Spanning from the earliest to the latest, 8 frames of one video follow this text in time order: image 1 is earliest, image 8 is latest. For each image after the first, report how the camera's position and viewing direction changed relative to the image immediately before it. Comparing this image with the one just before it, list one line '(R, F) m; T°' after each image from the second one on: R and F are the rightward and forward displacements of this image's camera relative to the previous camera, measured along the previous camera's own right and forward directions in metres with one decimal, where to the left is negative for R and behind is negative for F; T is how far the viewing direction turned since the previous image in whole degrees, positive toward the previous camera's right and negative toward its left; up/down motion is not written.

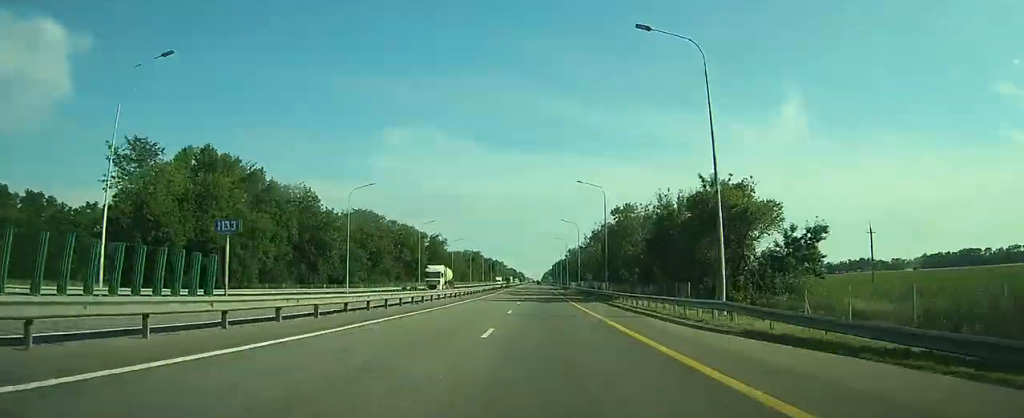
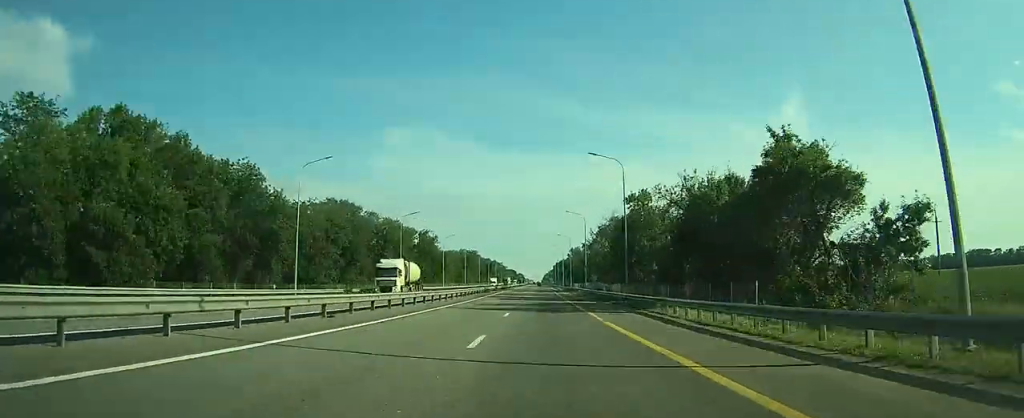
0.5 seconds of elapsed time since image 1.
(0.0, +14.1) m; 0°
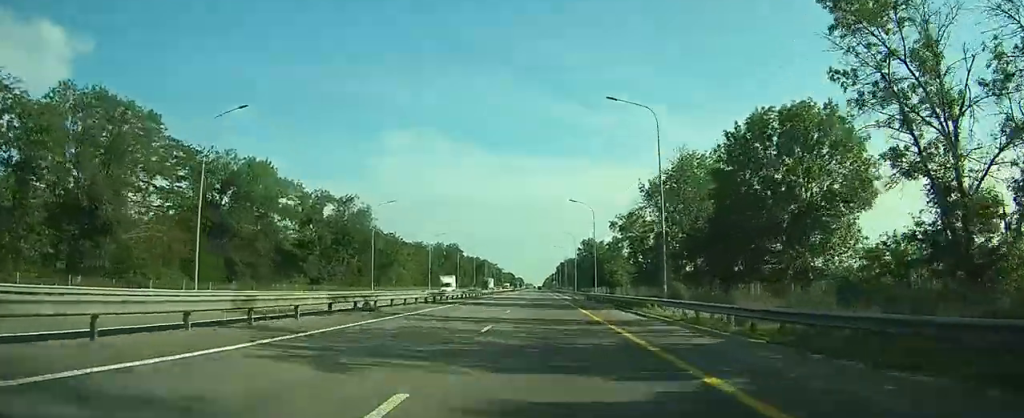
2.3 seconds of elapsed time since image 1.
(0.0, +55.8) m; 0°
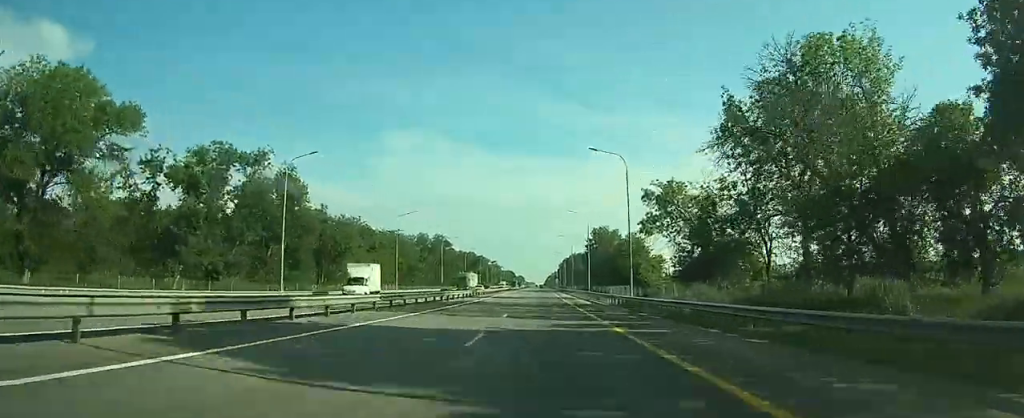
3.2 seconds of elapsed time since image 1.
(0.0, +27.8) m; 0°
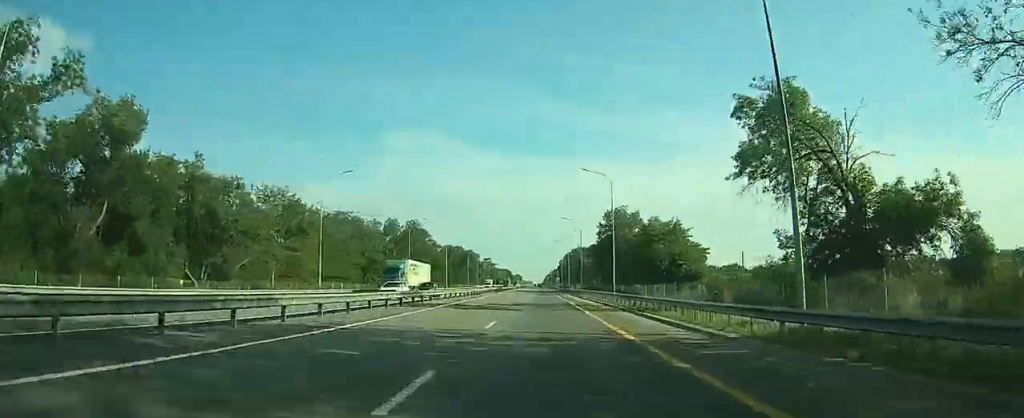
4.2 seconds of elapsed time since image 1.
(-0.2, +31.3) m; -1°
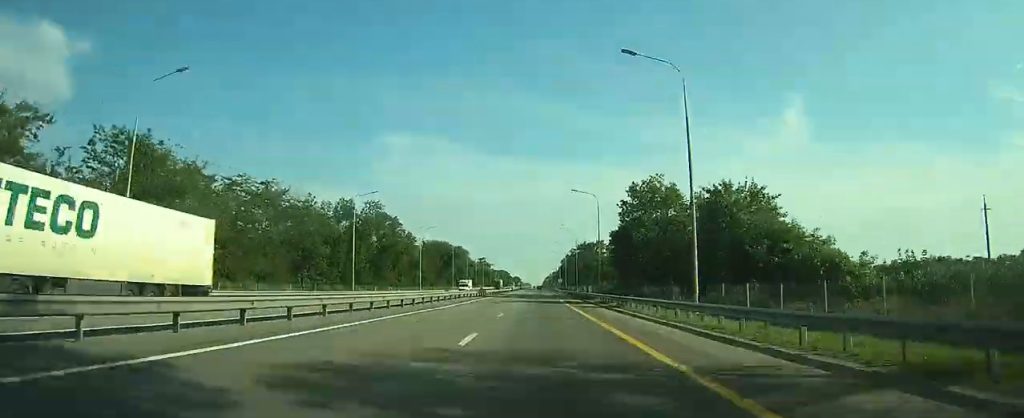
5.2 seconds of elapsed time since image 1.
(-0.1, +30.6) m; 0°
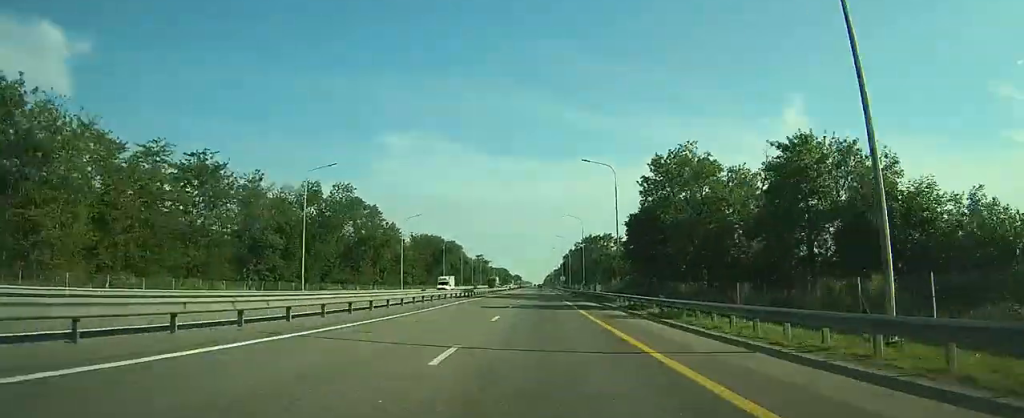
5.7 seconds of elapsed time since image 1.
(0.0, +15.9) m; 0°
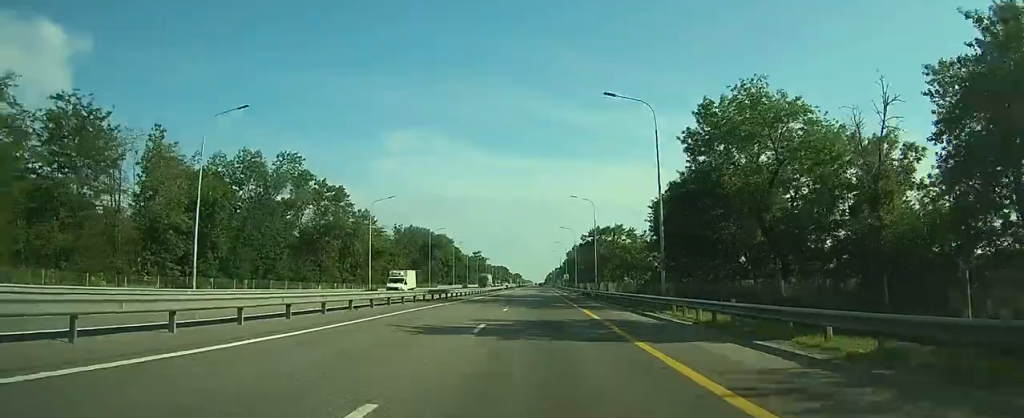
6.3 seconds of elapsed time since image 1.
(0.0, +19.2) m; 0°
